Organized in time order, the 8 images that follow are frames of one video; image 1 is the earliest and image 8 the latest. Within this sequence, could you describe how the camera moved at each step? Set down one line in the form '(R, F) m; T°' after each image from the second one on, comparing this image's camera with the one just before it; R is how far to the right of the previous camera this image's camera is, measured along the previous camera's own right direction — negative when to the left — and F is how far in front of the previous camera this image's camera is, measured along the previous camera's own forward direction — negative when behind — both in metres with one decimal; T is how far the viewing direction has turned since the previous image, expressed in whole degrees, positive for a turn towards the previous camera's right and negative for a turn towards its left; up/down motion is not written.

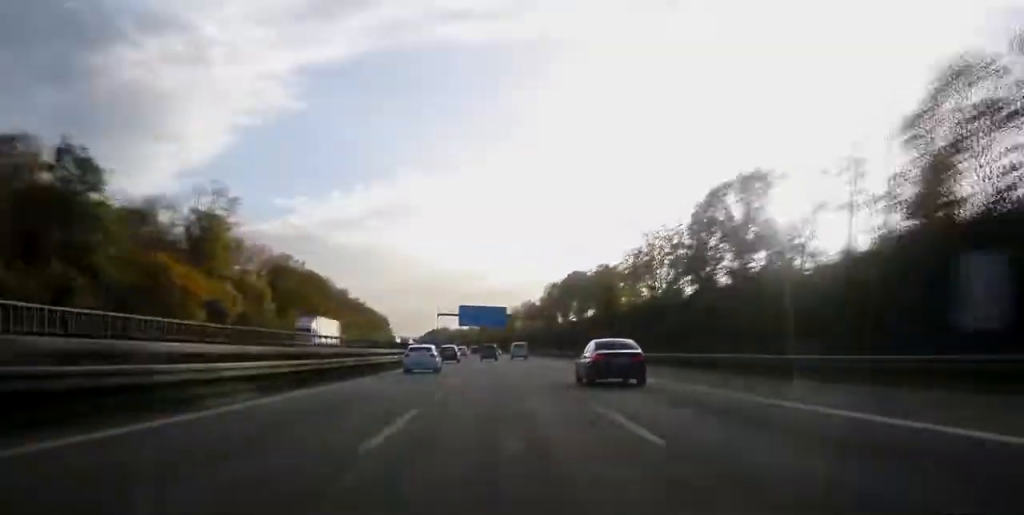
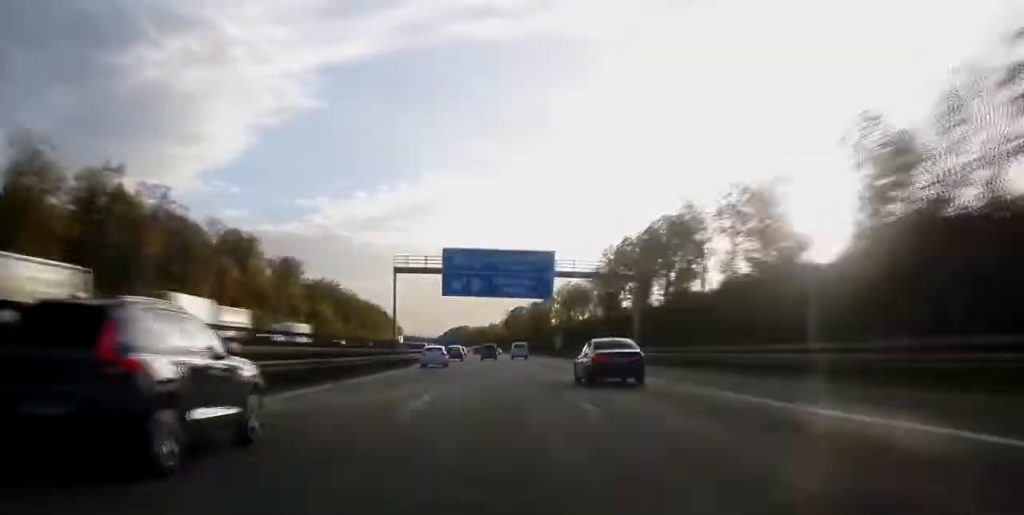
(-1.3, +83.5) m; -2°
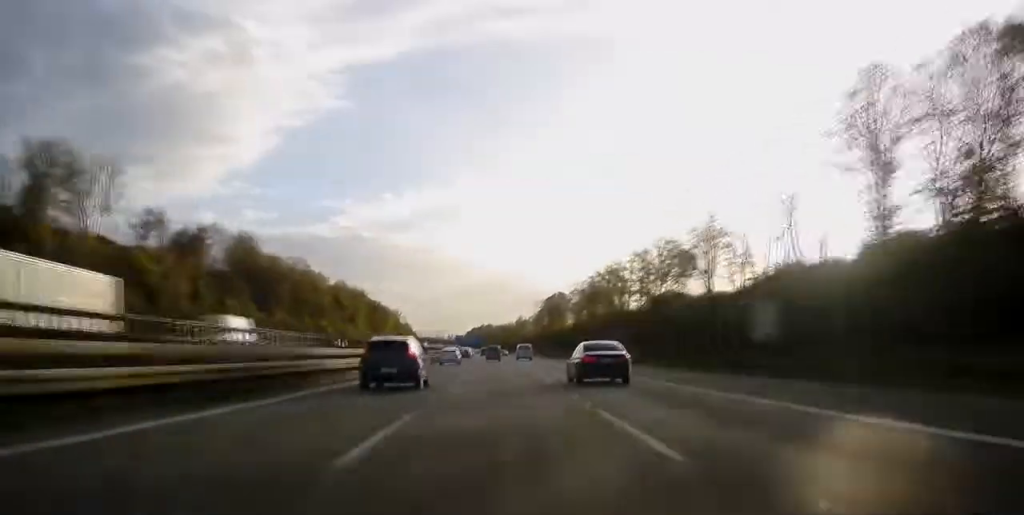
(-1.4, +95.2) m; -2°
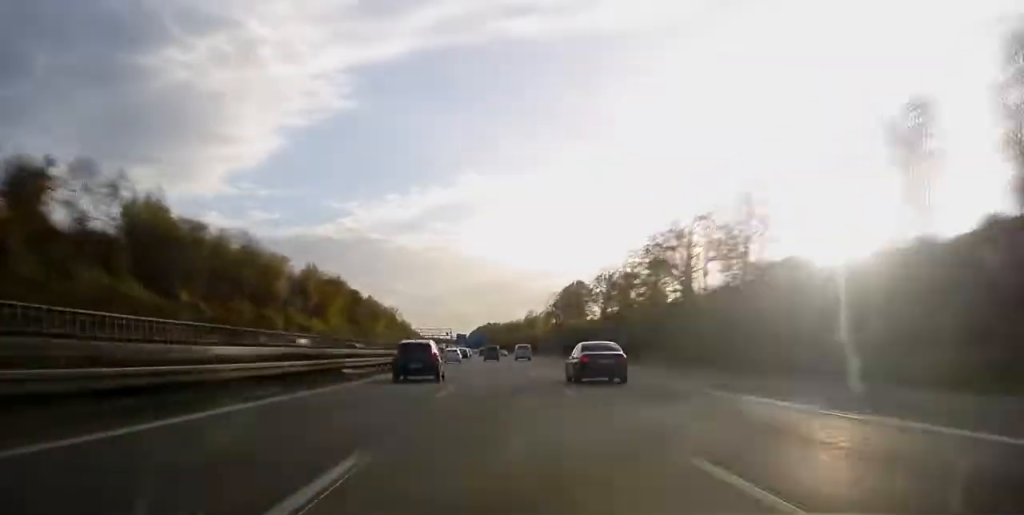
(-0.1, +41.9) m; -1°
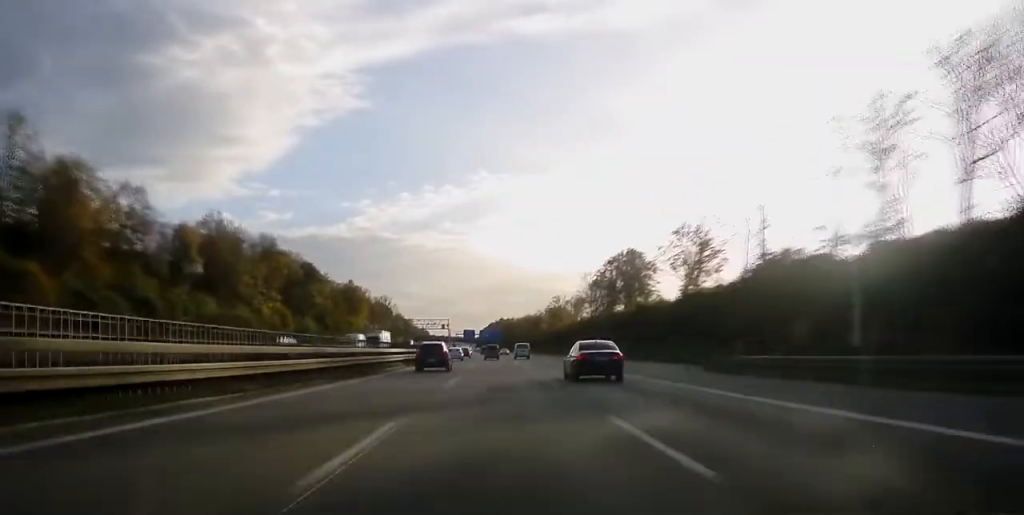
(-0.7, +64.0) m; -1°
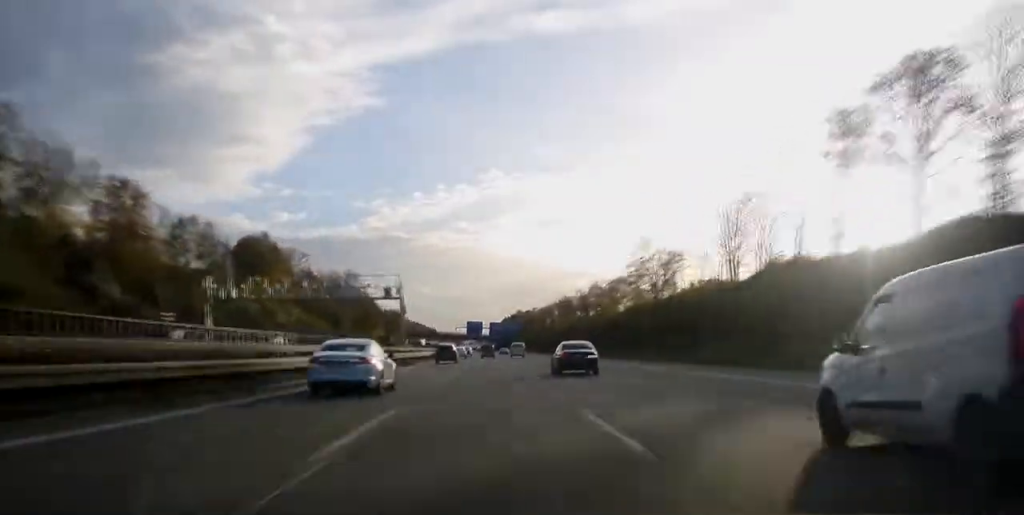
(-1.1, +105.3) m; -1°
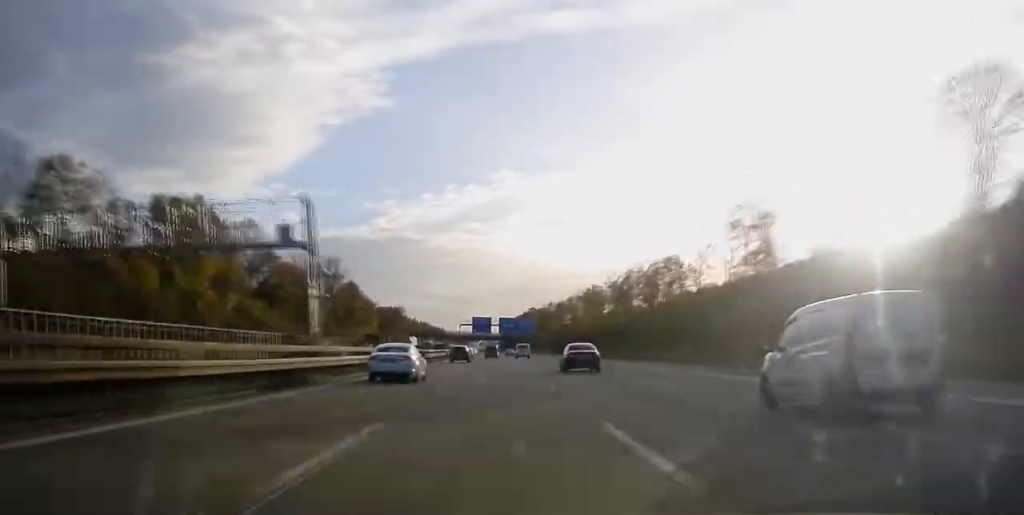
(+0.2, +38.2) m; 0°
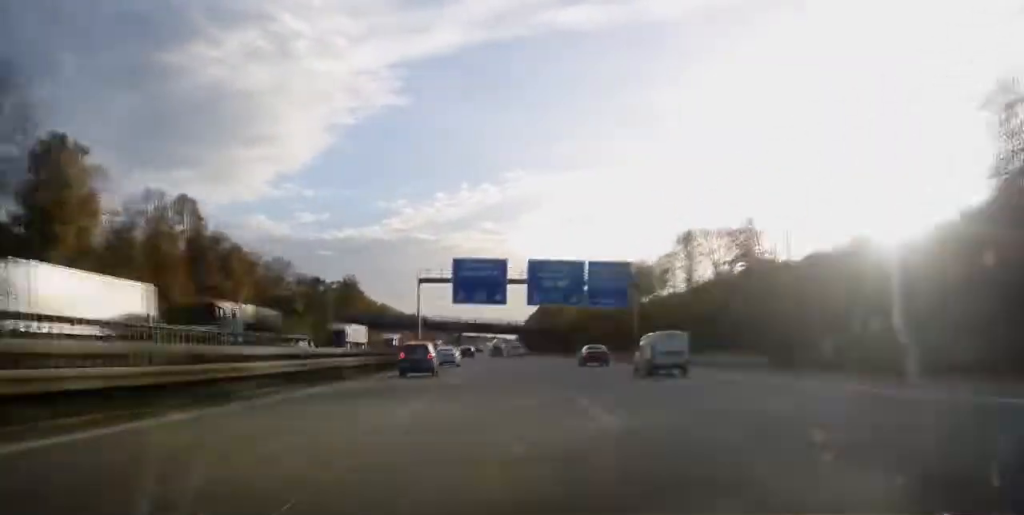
(-2.2, +137.9) m; -1°
